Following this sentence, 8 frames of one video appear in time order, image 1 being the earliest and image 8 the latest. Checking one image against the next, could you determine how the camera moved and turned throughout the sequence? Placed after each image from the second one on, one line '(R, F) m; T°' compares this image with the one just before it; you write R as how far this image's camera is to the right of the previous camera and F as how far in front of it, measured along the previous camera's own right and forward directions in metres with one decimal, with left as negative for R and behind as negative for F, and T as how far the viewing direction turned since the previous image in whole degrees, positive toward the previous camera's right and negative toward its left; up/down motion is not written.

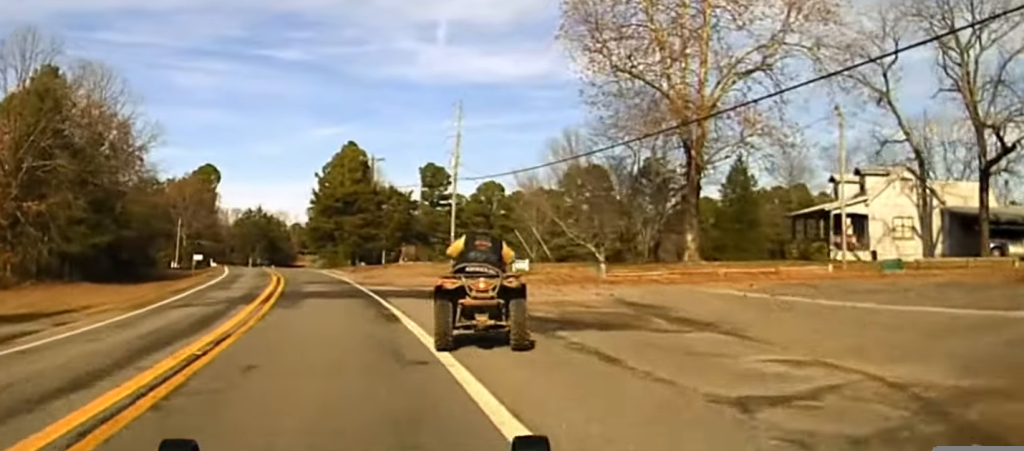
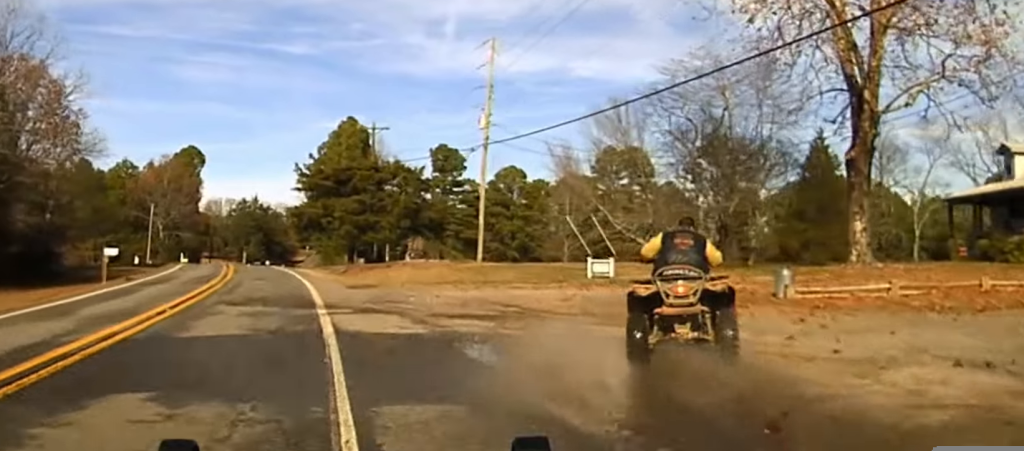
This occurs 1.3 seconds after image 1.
(+0.1, +25.9) m; +1°
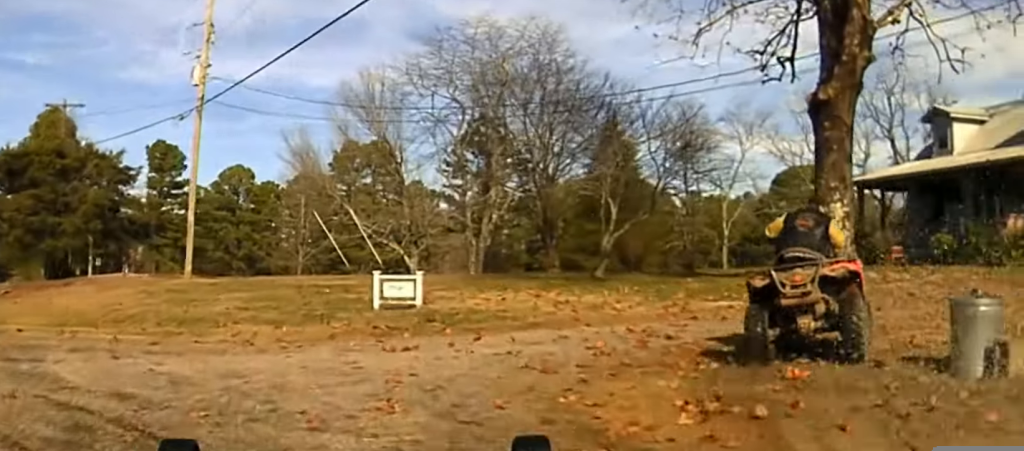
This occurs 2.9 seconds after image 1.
(+0.7, +19.0) m; +11°
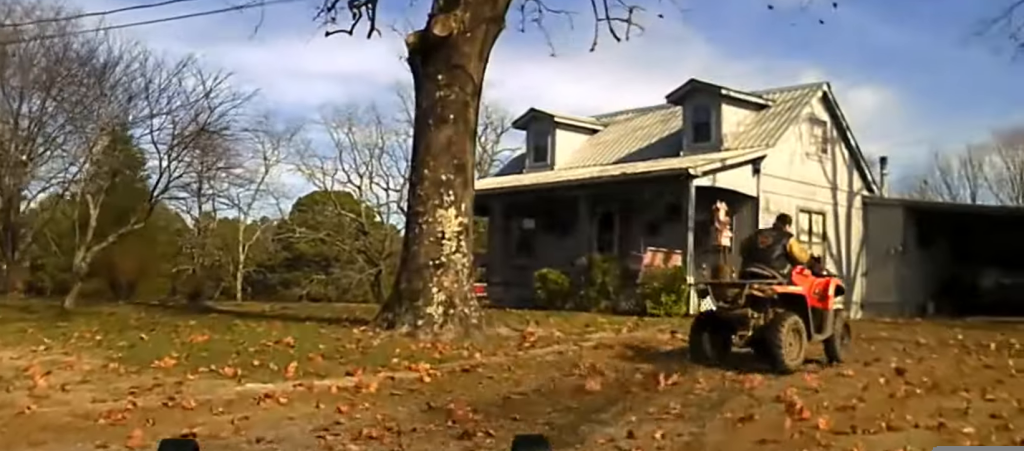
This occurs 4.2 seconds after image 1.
(+1.8, +9.1) m; +27°
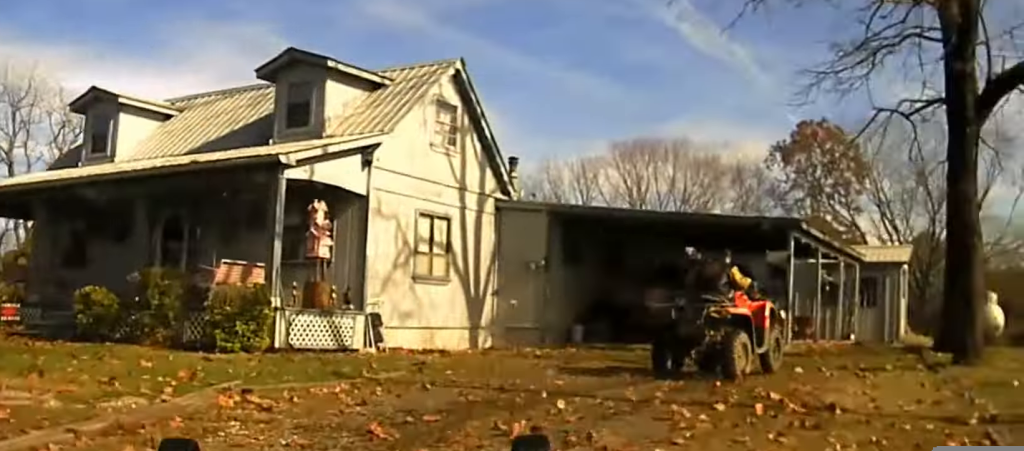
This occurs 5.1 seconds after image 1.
(+0.8, +4.7) m; +30°
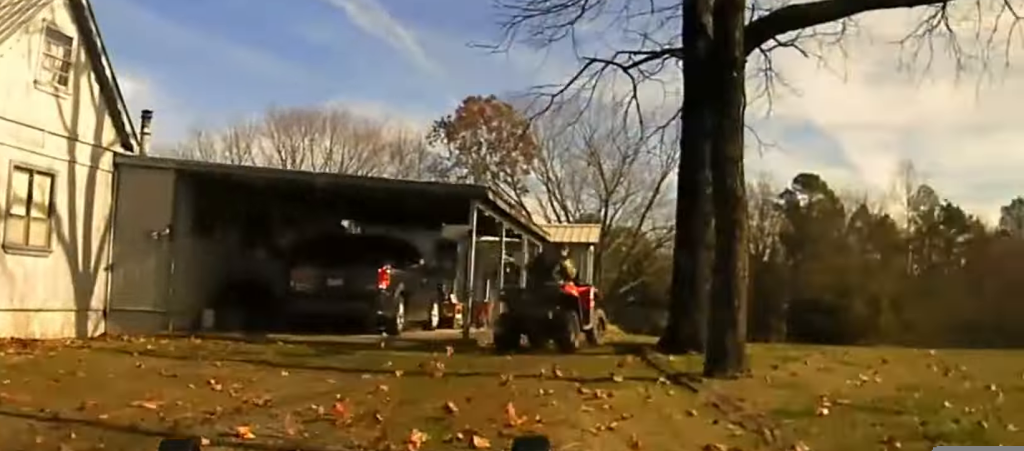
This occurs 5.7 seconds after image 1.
(+0.8, +2.8) m; +24°
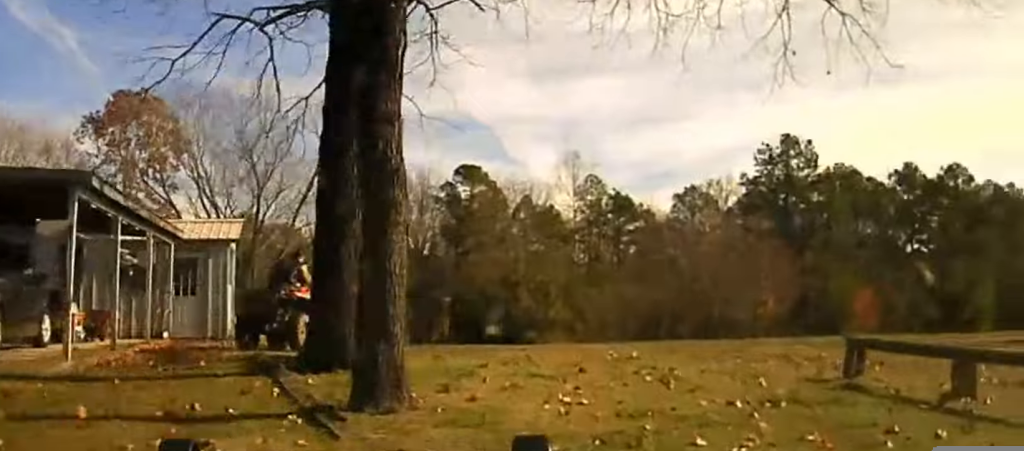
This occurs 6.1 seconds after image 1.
(+0.5, +2.6) m; +8°
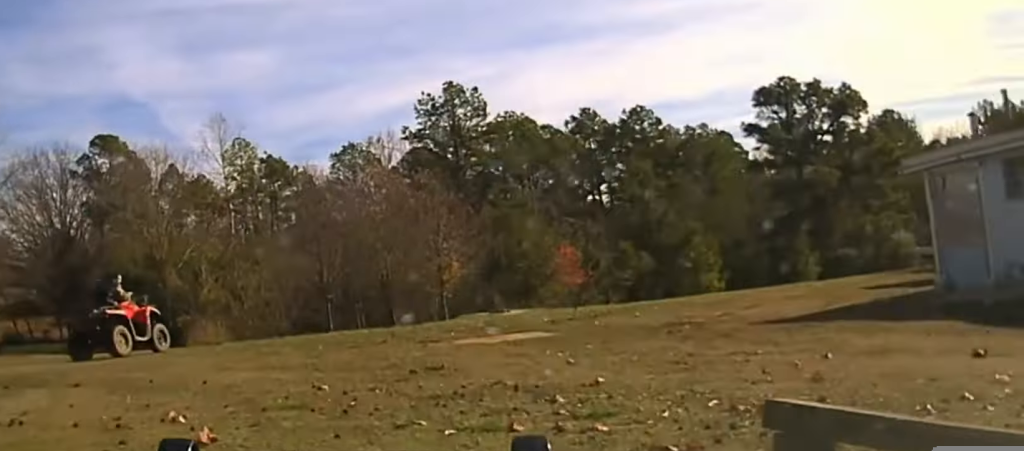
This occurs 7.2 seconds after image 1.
(+0.8, +6.9) m; +12°
